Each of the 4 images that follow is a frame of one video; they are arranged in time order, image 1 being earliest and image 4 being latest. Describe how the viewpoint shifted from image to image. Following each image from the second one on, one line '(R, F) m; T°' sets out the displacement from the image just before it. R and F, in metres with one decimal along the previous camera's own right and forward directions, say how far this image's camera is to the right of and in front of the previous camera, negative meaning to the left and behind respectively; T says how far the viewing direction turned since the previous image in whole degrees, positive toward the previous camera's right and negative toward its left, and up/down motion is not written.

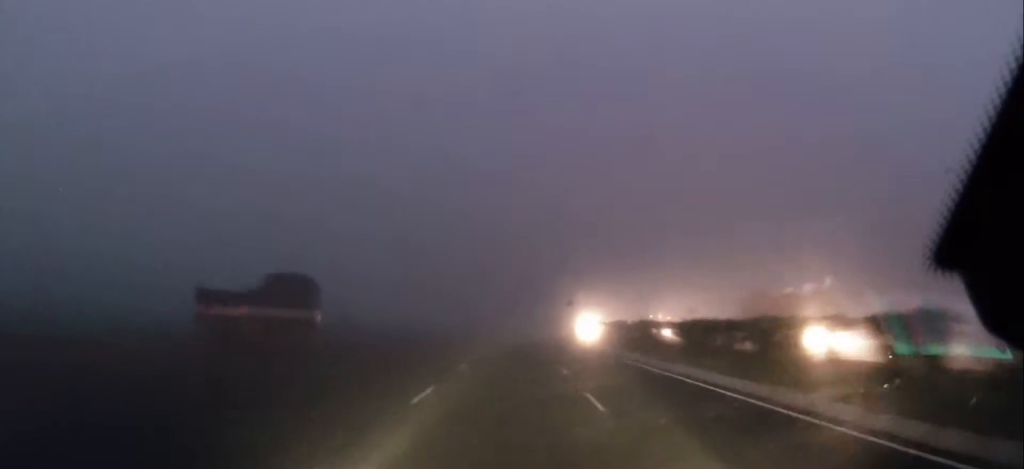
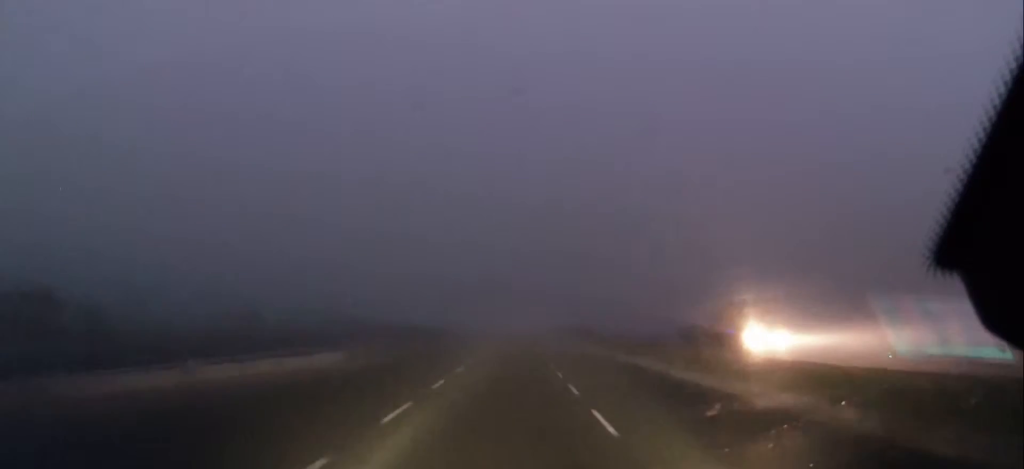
(+0.5, +62.5) m; -1°
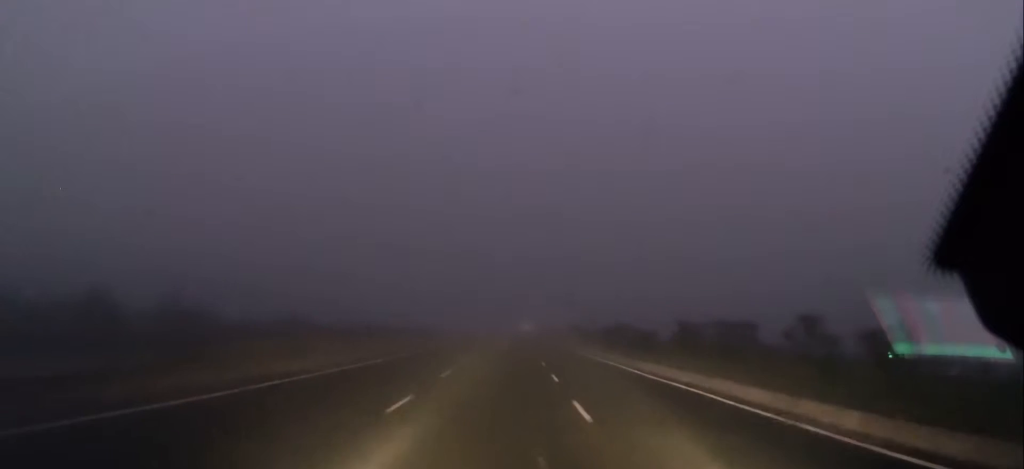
(-1.1, +60.8) m; 0°
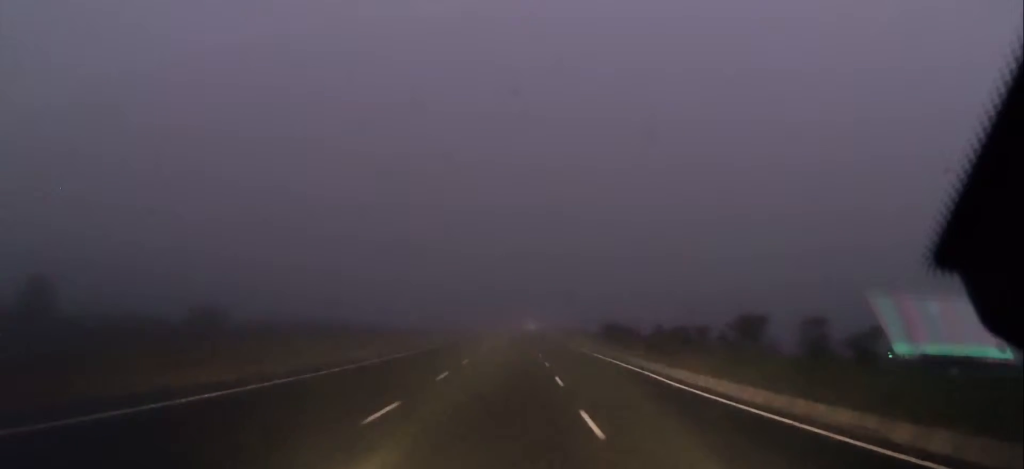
(+0.4, +28.8) m; 0°
